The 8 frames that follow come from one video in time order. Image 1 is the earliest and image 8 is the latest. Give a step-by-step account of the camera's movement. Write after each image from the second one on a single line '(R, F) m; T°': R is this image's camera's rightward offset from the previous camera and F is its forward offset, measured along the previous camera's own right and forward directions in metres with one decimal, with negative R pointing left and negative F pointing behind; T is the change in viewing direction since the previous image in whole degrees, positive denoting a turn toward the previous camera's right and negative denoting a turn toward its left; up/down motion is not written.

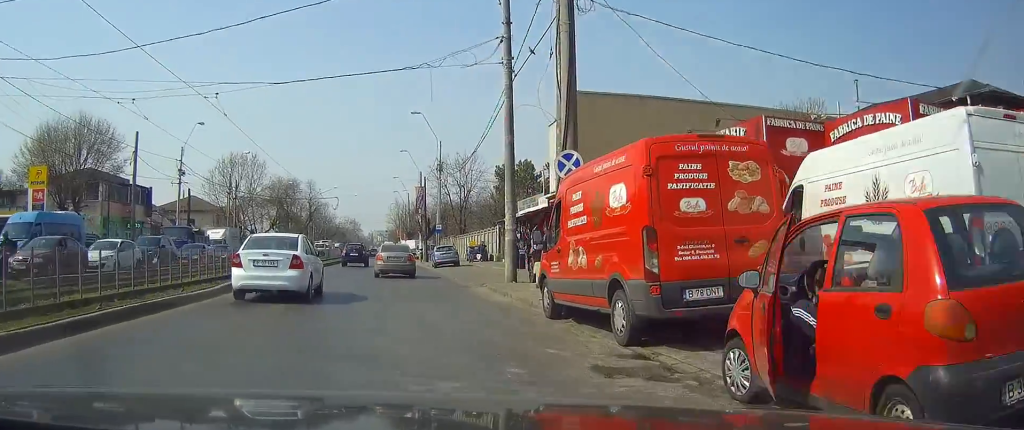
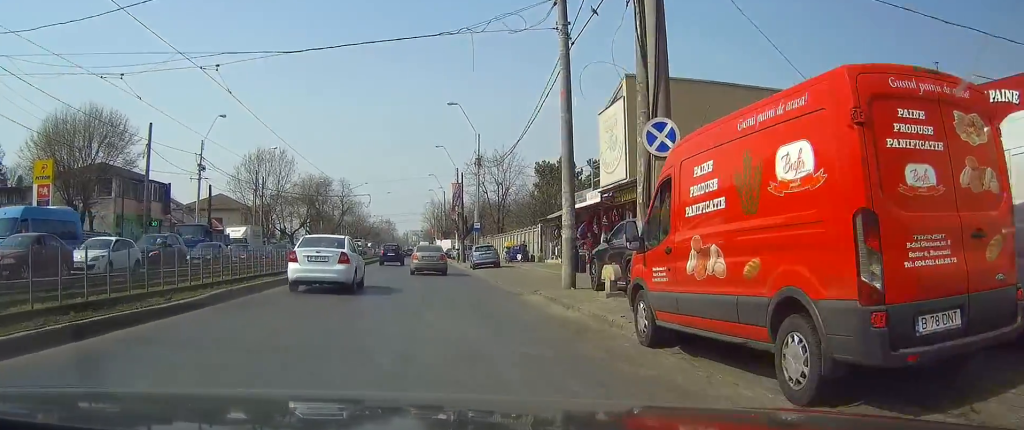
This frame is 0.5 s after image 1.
(-0.1, +4.2) m; -2°
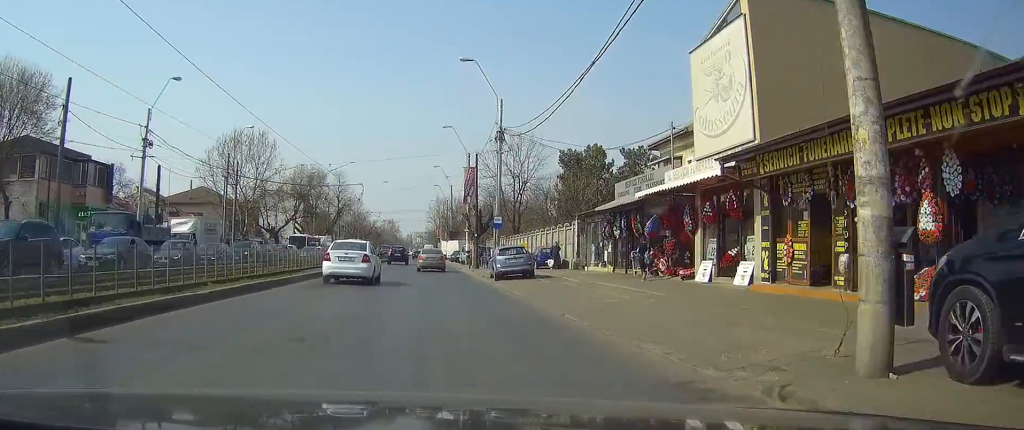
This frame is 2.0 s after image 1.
(-0.1, +15.0) m; -1°
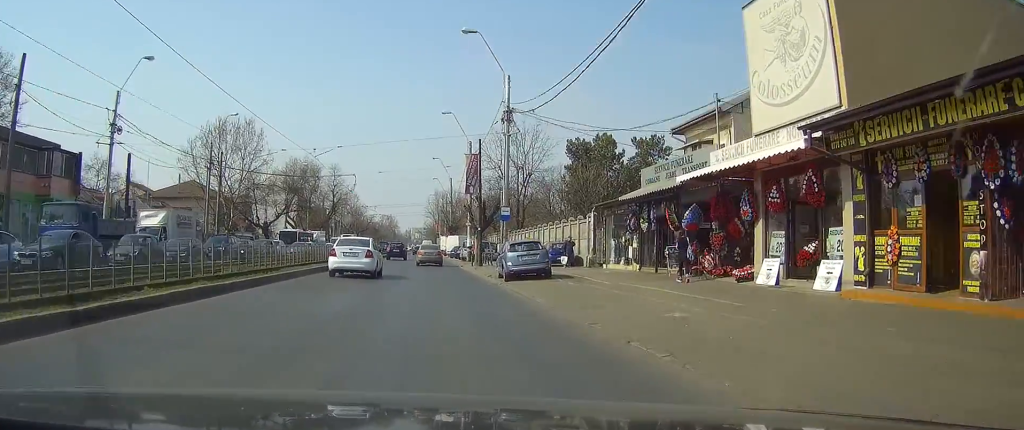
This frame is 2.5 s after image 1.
(0.0, +5.2) m; 0°
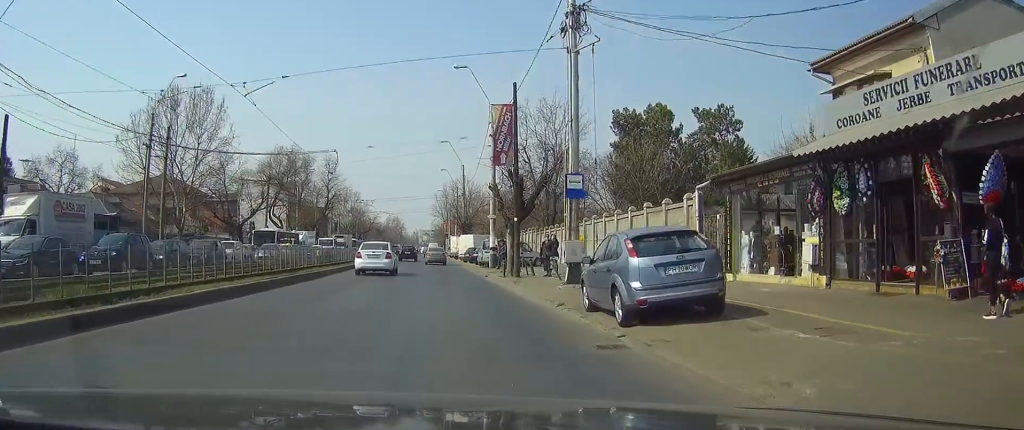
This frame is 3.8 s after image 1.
(-0.3, +16.9) m; -2°
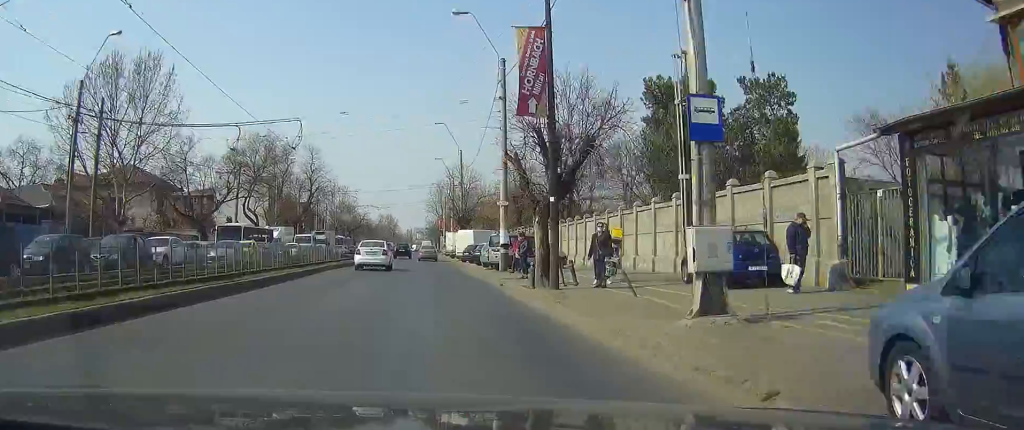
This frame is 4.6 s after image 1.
(-0.1, +10.7) m; 0°
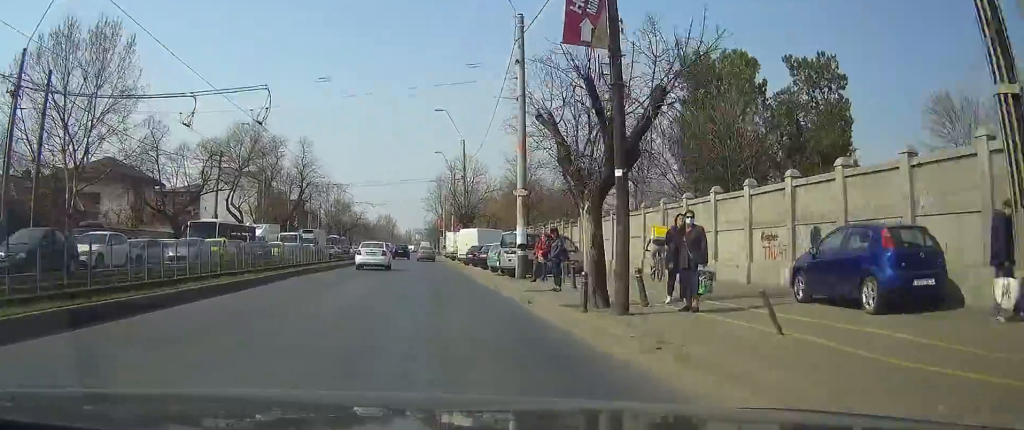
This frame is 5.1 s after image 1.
(+0.1, +7.1) m; 0°
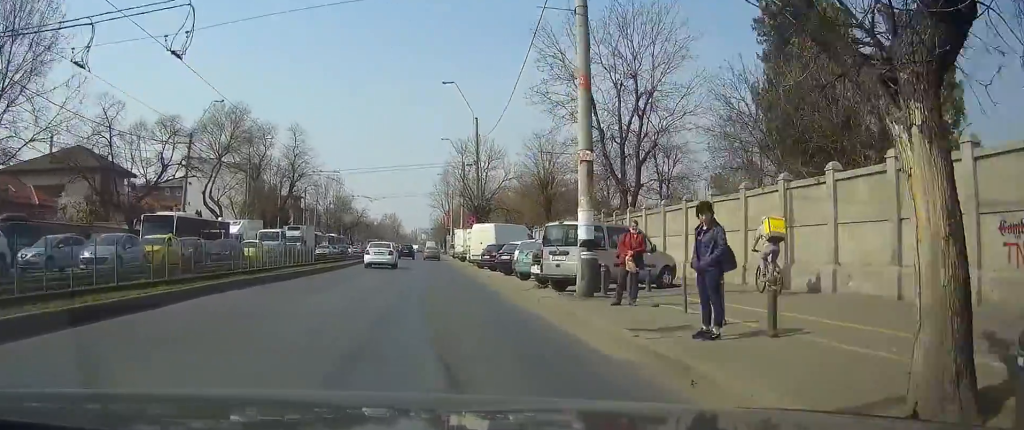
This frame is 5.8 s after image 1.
(0.0, +10.4) m; 0°
